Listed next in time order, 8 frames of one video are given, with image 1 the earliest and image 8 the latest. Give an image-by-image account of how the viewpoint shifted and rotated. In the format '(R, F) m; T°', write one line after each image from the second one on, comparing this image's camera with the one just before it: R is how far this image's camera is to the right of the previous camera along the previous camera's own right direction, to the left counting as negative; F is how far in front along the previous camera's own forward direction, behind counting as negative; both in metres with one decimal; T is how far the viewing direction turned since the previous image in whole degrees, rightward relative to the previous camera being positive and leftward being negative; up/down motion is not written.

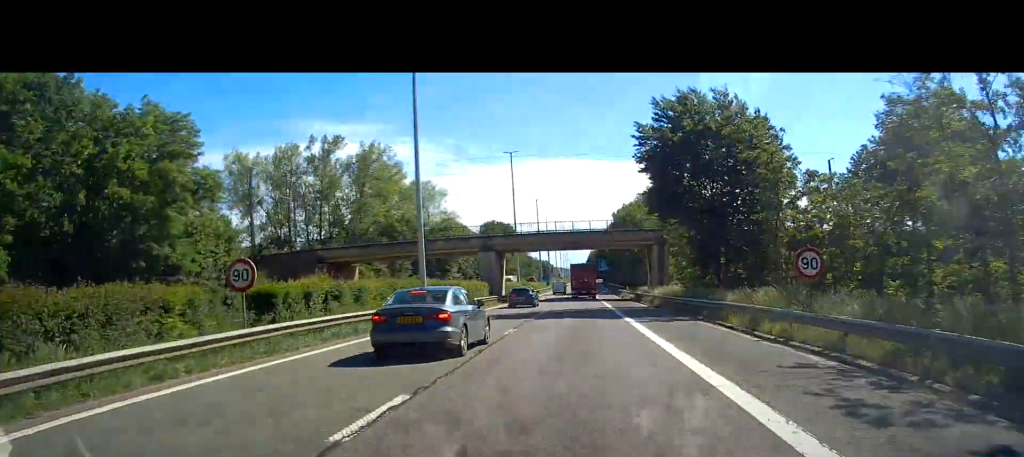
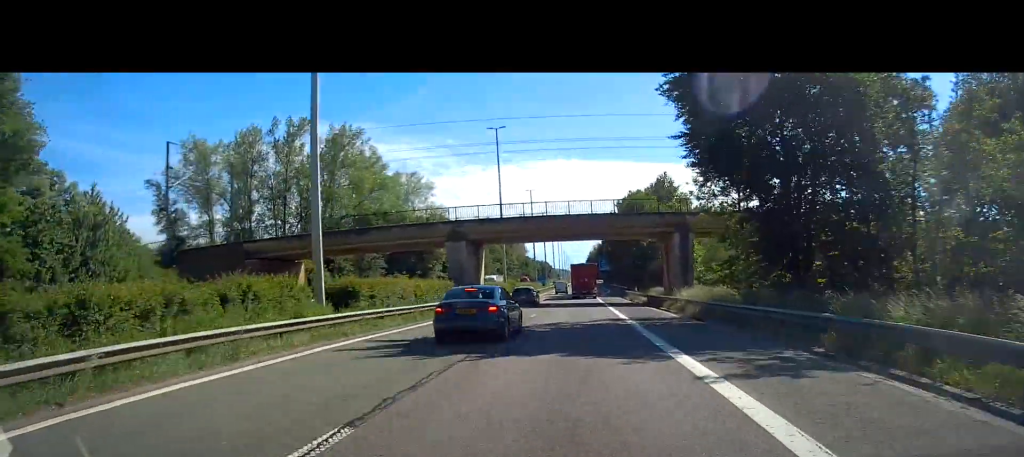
(0.0, +15.0) m; 0°
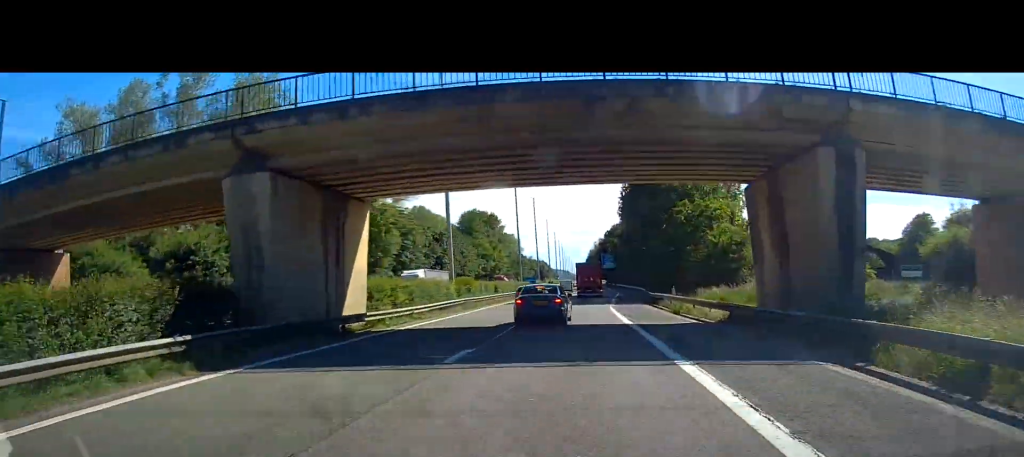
(-0.2, +30.7) m; -1°
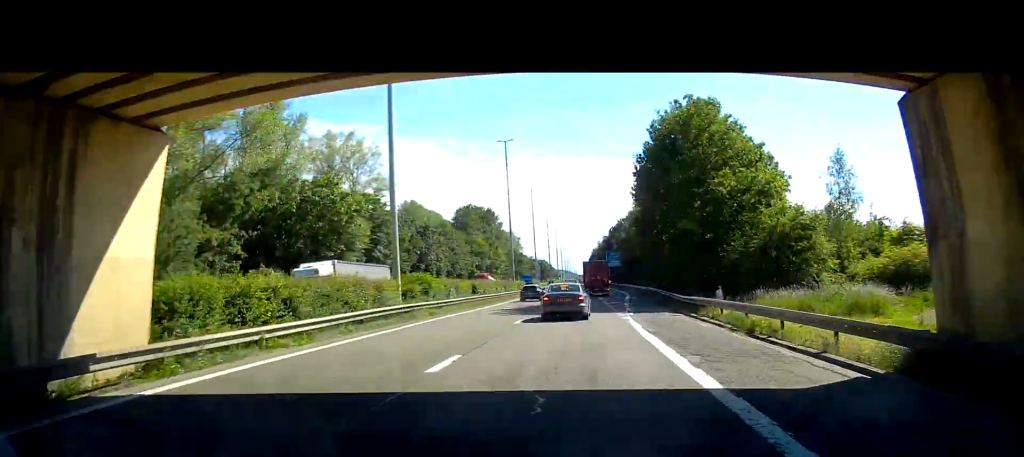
(0.0, +14.2) m; 0°
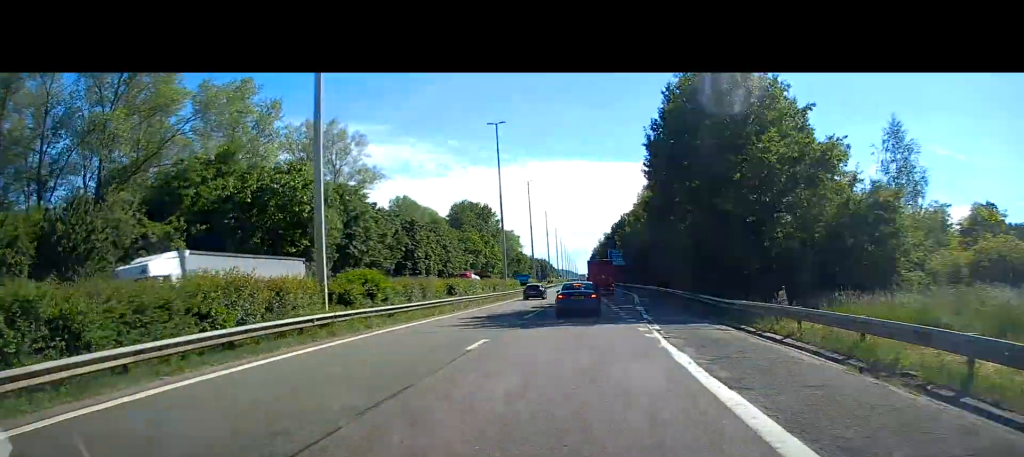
(0.0, +9.5) m; 0°
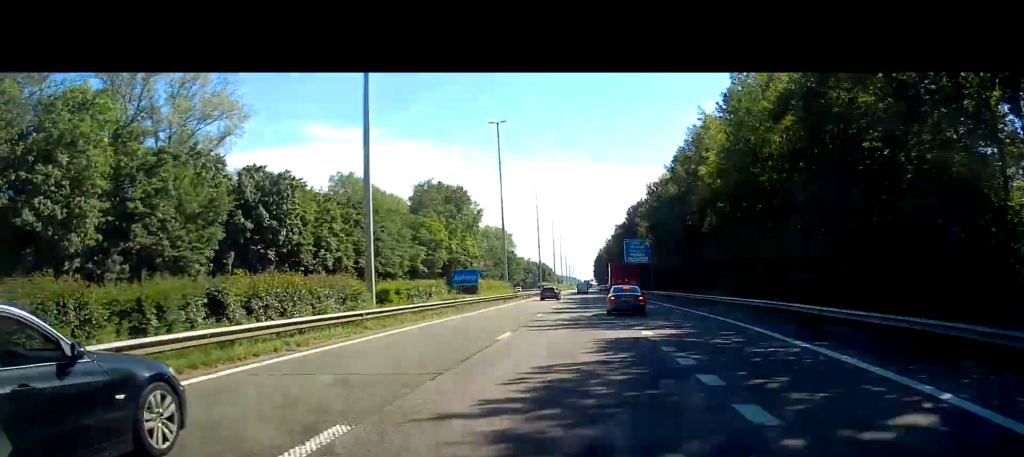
(-0.1, +48.2) m; -1°
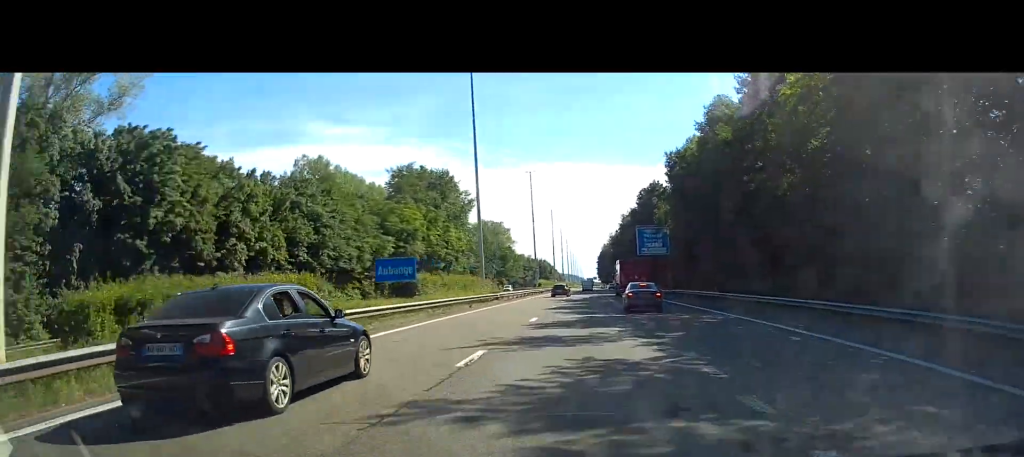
(0.0, +19.0) m; 0°
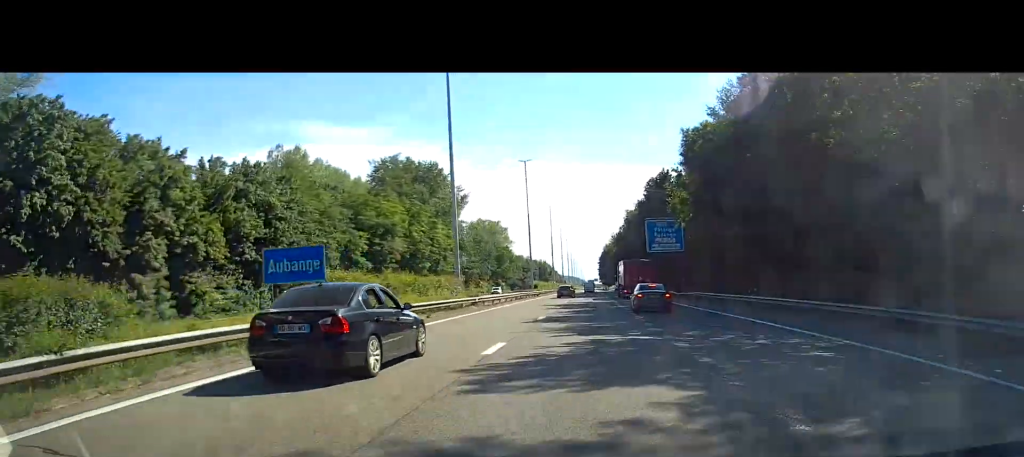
(+0.1, +11.1) m; 0°
